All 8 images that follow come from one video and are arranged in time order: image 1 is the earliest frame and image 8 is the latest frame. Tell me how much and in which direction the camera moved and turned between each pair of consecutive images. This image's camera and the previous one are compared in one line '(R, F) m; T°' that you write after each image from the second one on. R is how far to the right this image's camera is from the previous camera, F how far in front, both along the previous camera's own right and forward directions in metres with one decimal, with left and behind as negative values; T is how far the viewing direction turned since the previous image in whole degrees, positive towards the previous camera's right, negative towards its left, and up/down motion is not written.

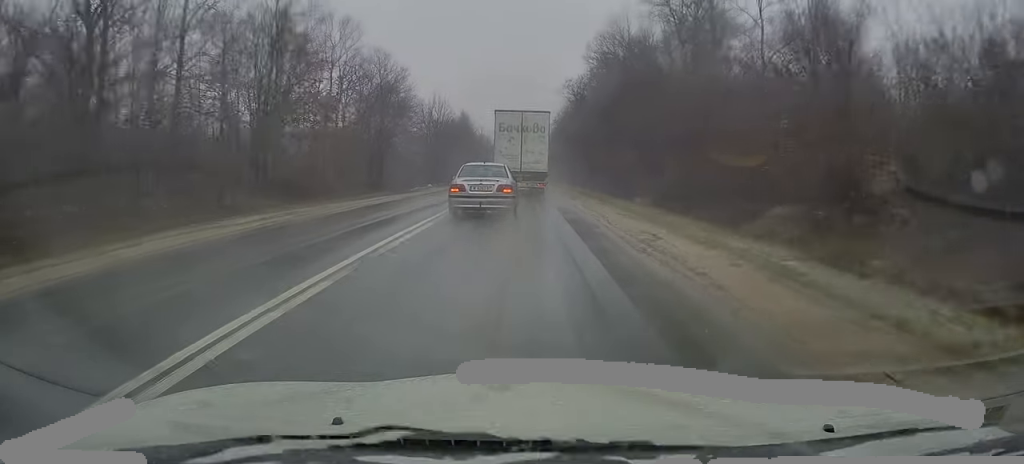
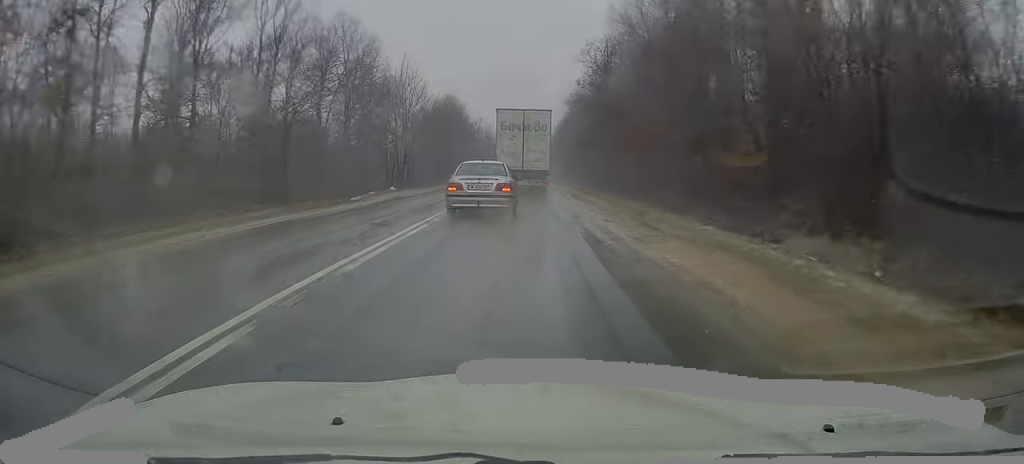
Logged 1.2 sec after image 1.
(0.0, +20.0) m; 0°
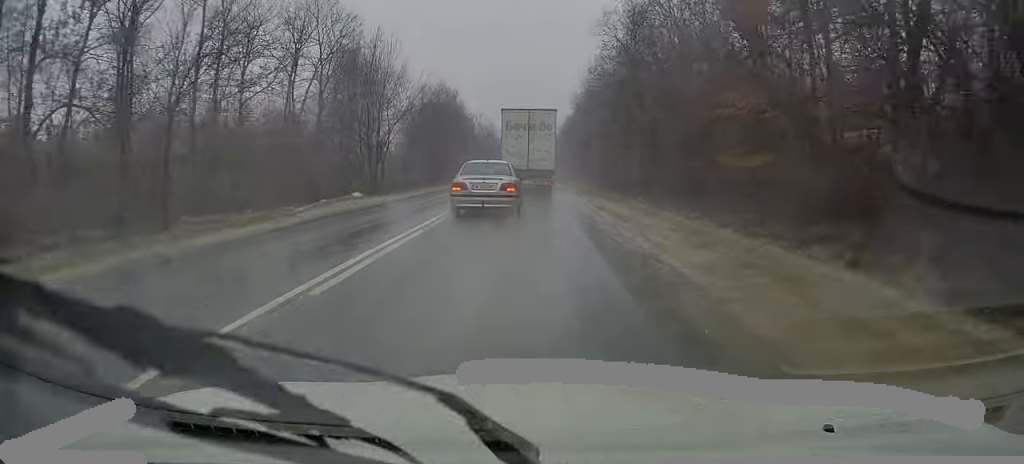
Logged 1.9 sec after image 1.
(0.0, +10.3) m; 0°
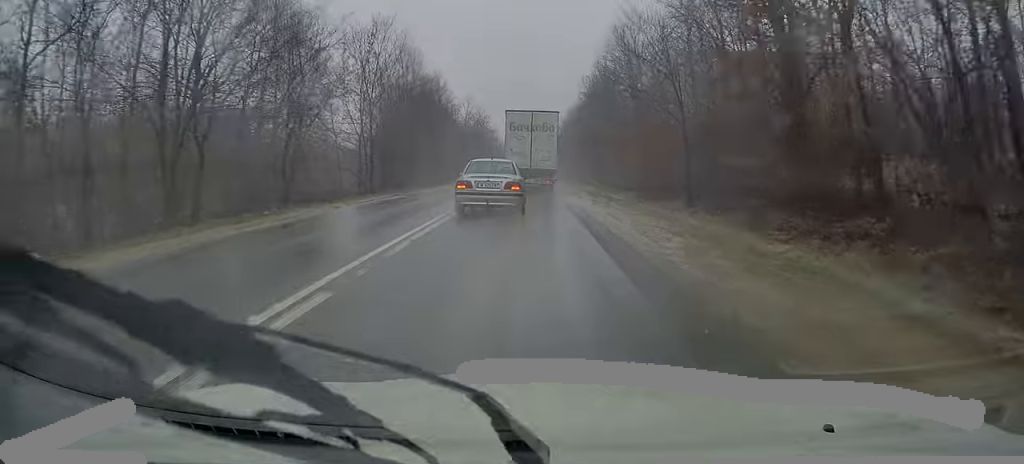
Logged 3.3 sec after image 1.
(-0.1, +24.0) m; 0°
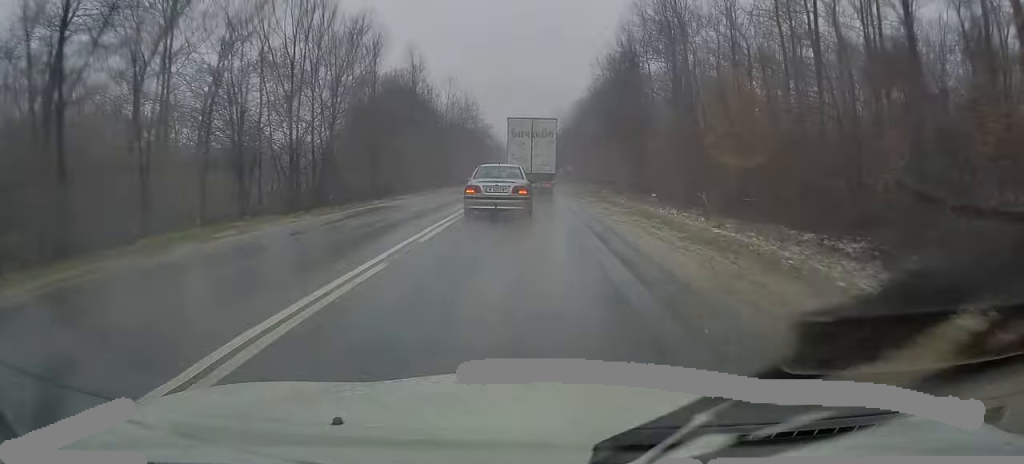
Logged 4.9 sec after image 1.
(-0.1, +24.8) m; -1°
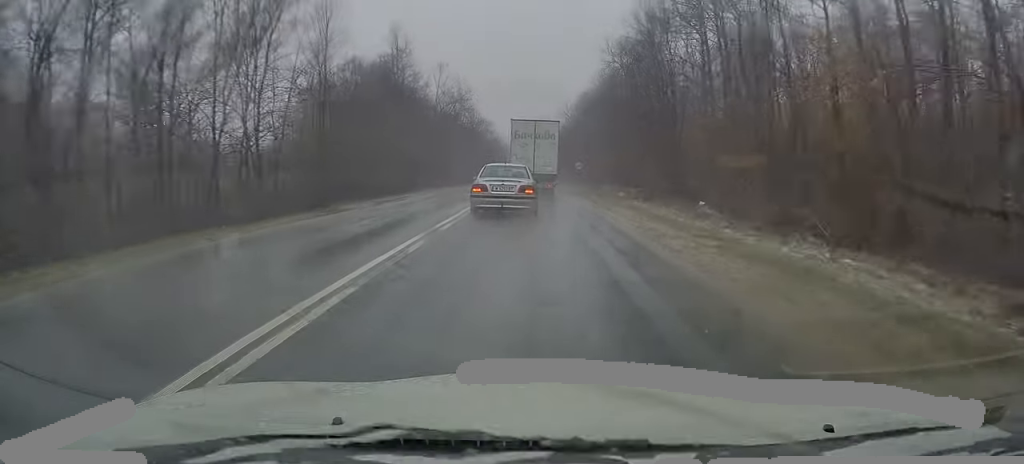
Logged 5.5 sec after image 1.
(-0.1, +10.3) m; 0°
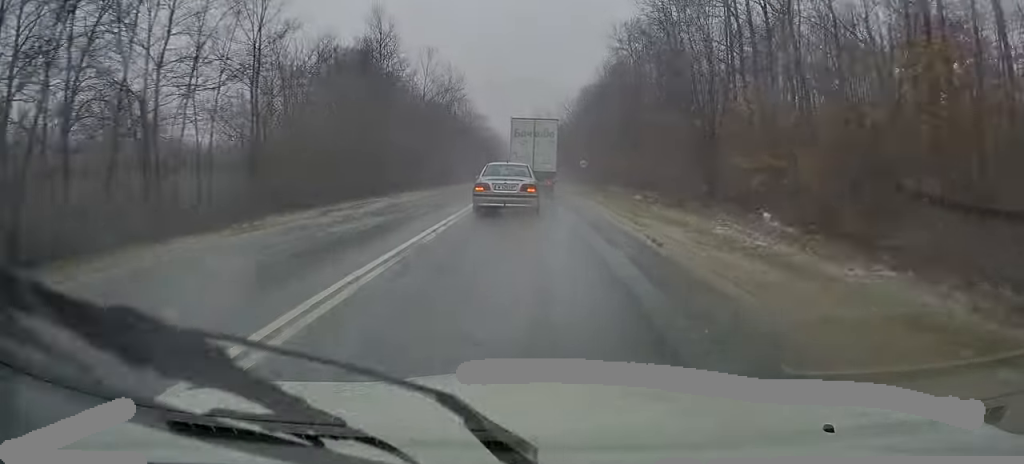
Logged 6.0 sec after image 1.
(+0.1, +7.6) m; +1°
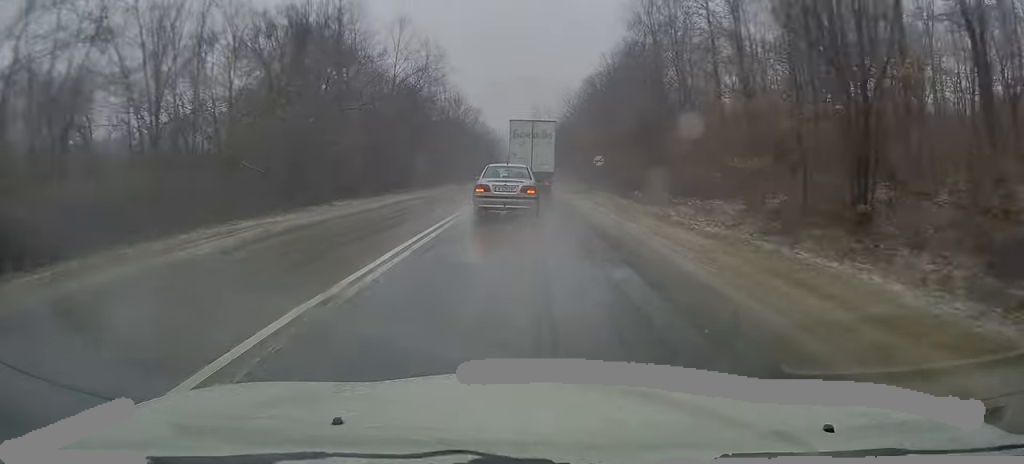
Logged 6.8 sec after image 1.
(+0.2, +13.2) m; 0°
